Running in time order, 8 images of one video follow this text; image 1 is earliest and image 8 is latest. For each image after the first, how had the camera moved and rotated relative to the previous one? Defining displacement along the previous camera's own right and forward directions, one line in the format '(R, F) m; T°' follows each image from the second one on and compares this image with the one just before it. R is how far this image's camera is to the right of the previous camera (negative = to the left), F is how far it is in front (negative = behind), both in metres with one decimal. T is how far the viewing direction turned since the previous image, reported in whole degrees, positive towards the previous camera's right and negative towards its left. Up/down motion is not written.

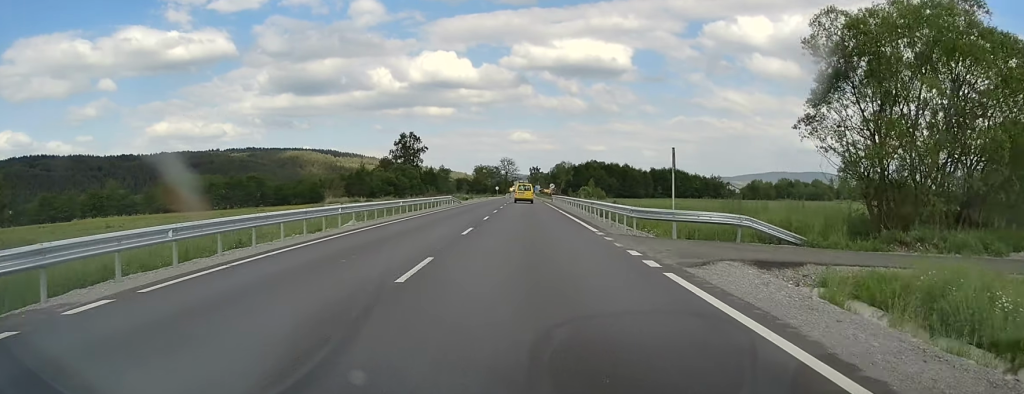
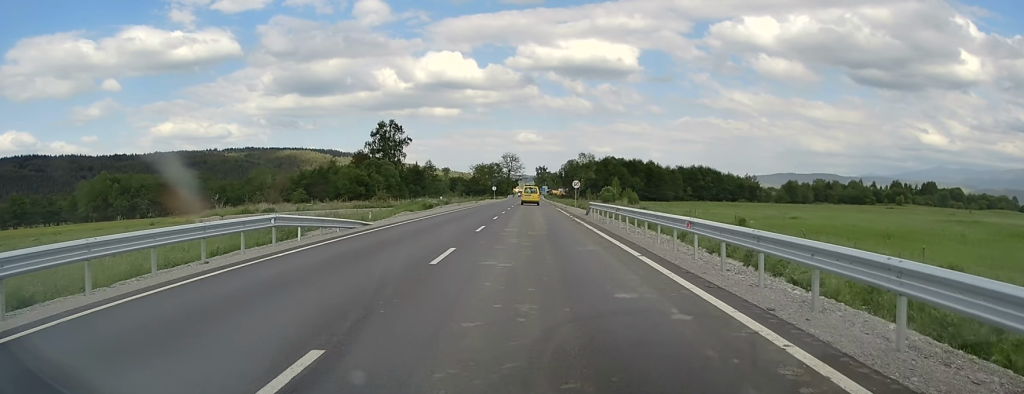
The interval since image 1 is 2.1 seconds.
(+0.5, +43.3) m; +1°
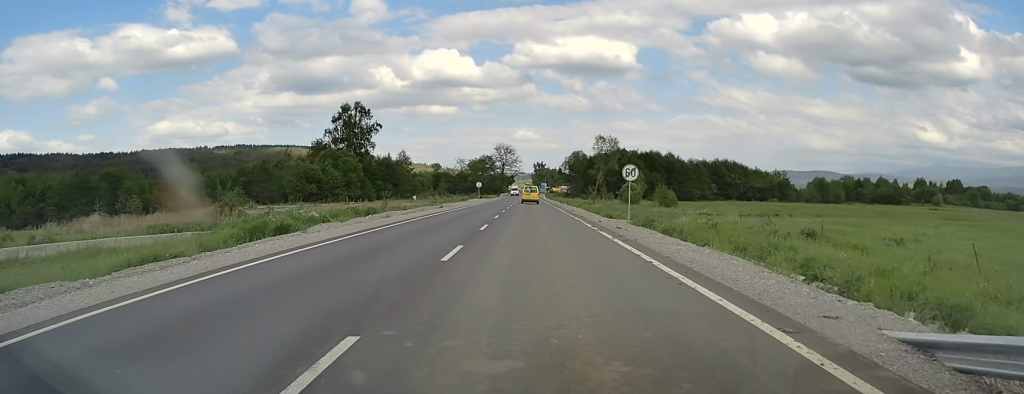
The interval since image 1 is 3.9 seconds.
(-0.7, +35.9) m; -2°
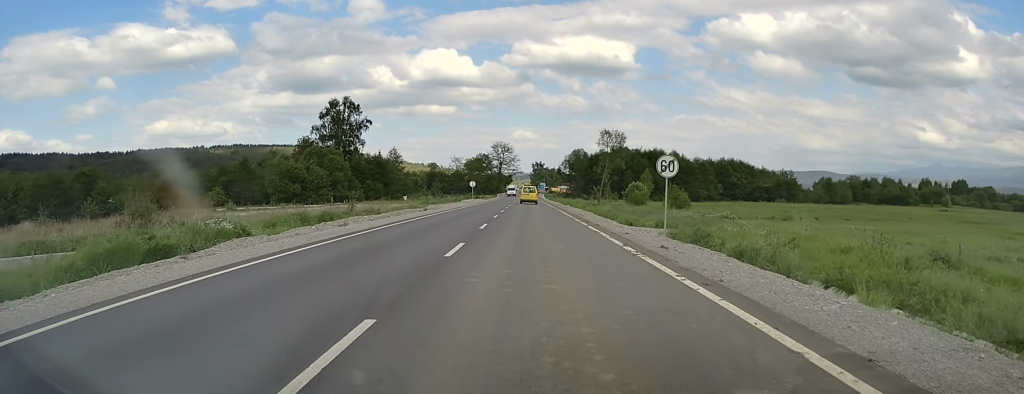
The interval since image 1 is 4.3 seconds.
(0.0, +8.4) m; +1°
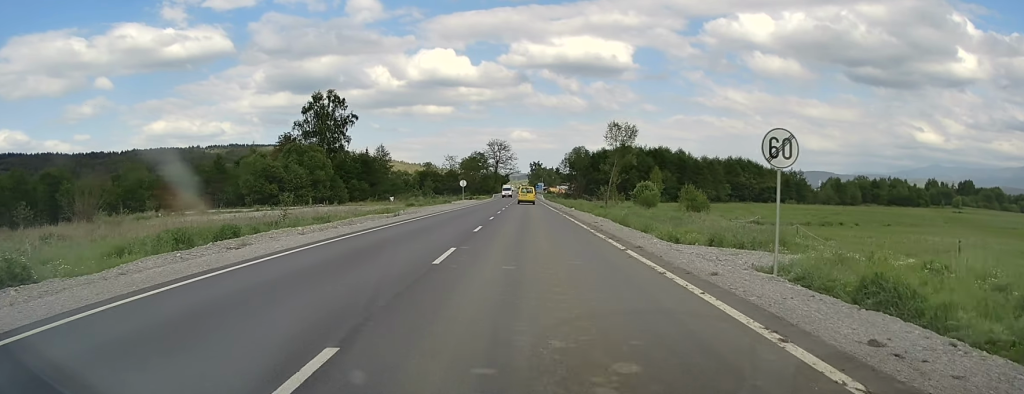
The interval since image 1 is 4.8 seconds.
(0.0, +10.3) m; +1°
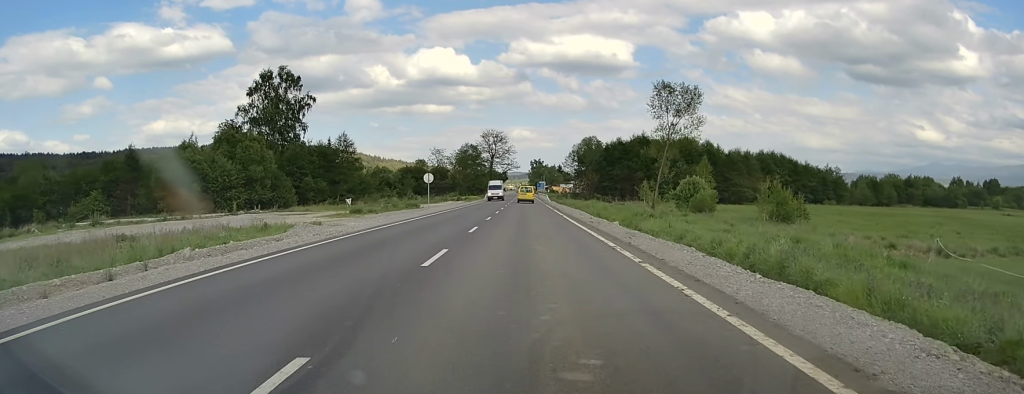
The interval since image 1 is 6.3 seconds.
(+0.2, +27.5) m; -1°
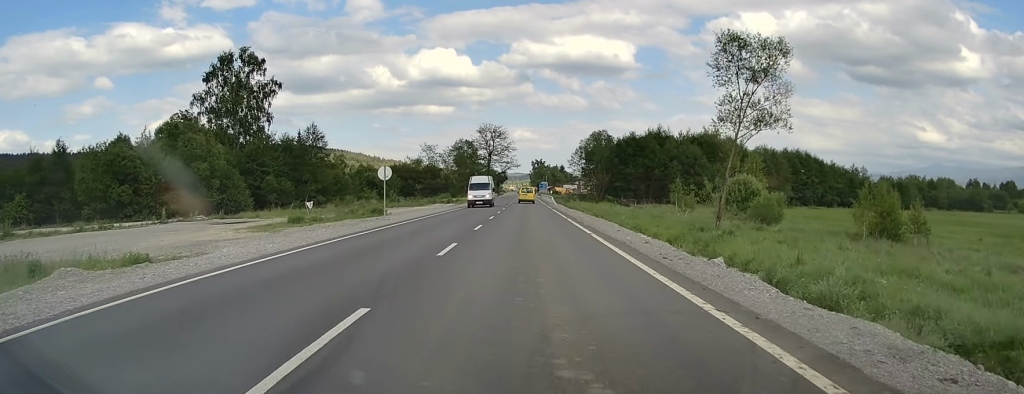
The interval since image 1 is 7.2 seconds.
(-0.1, +16.0) m; 0°
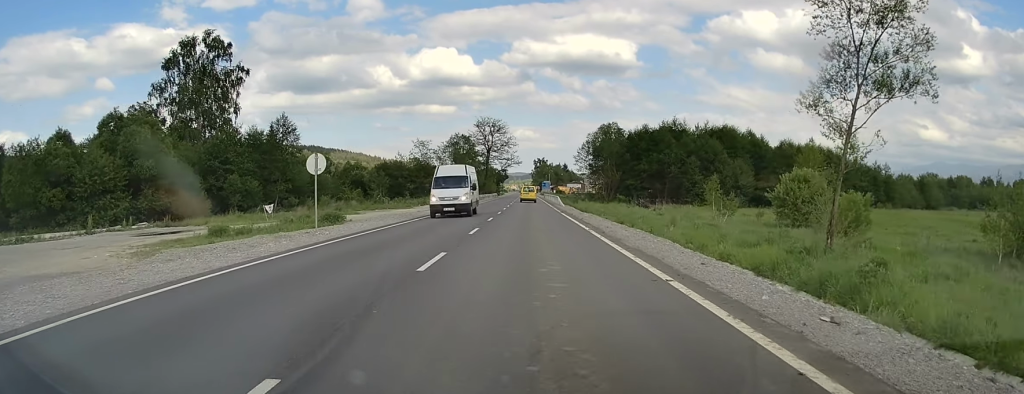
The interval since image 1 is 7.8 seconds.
(0.0, +11.6) m; +1°
